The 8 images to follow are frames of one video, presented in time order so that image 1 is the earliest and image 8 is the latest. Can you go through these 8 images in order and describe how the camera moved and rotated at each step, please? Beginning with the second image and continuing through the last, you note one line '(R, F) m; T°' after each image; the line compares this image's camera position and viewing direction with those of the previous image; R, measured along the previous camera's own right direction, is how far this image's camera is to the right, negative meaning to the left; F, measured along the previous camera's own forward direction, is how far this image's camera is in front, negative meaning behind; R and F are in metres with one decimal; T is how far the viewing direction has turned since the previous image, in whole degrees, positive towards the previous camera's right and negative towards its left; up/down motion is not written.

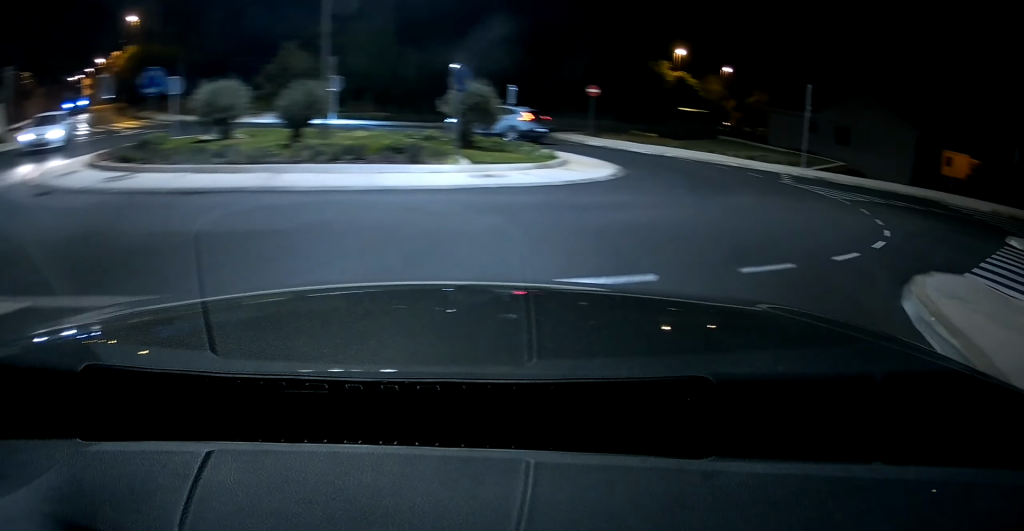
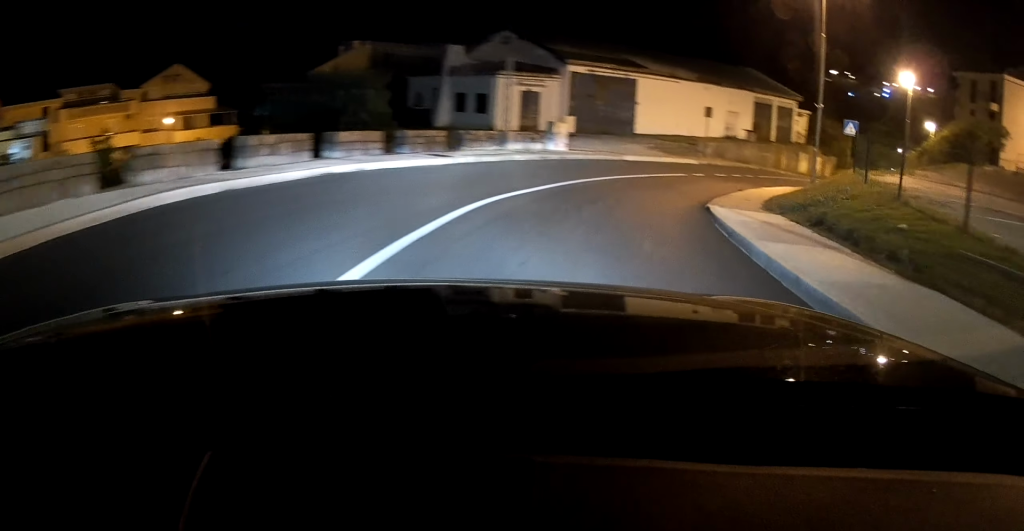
(+20.9, +18.3) m; +86°
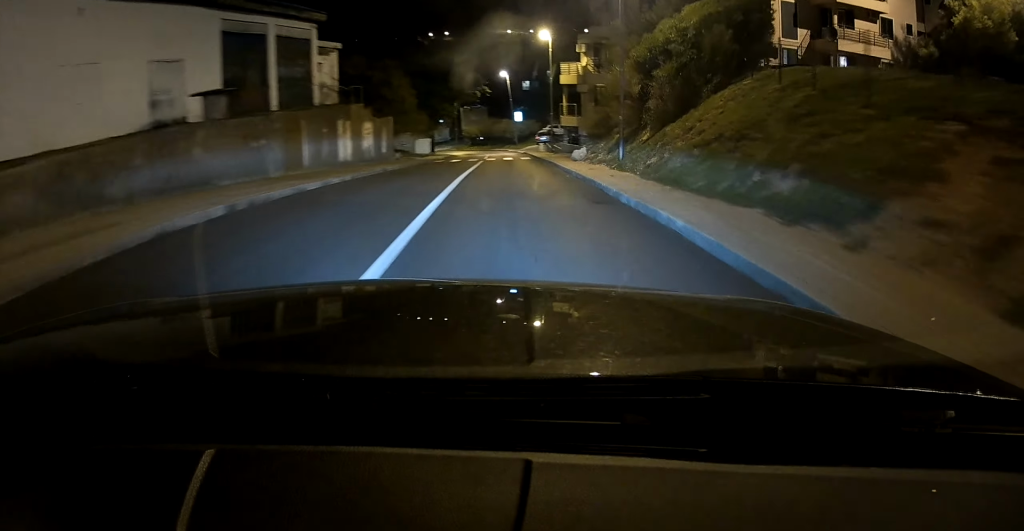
(+12.1, +29.5) m; +33°
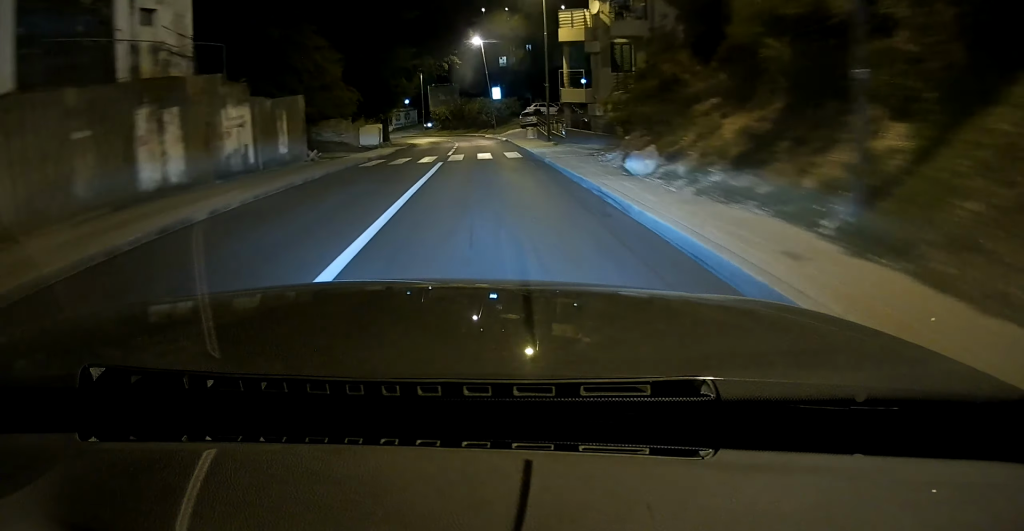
(+0.5, +15.2) m; +1°
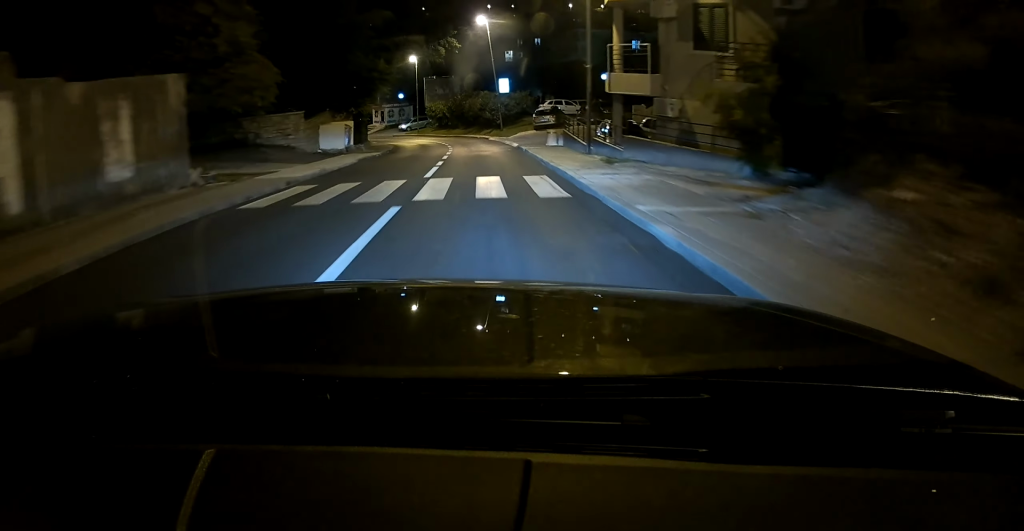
(+0.1, +11.8) m; 0°
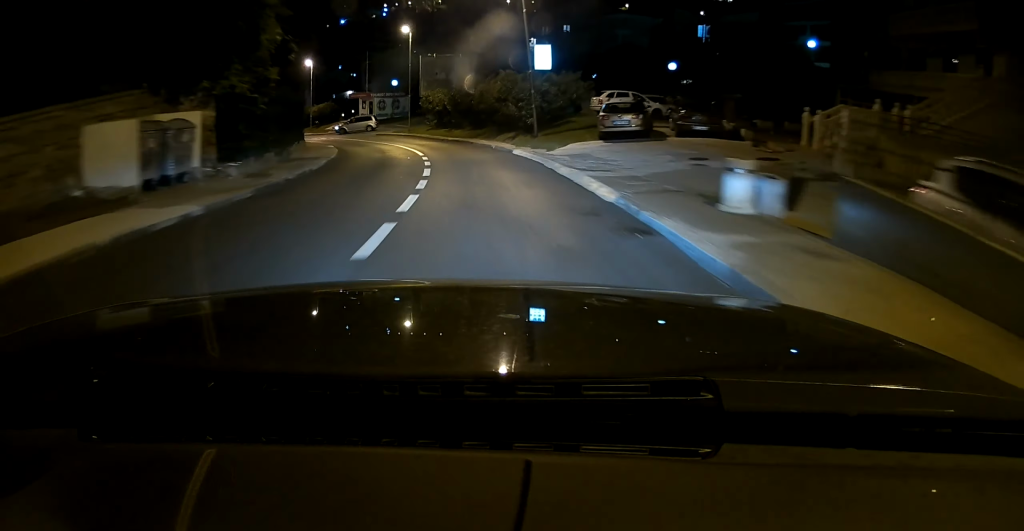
(-0.3, +21.7) m; -4°
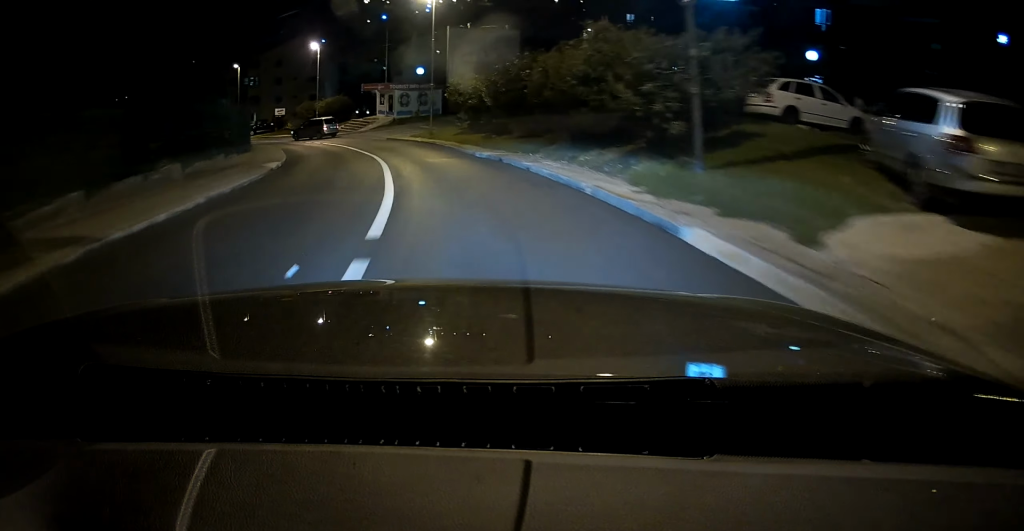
(-0.6, +17.1) m; -8°
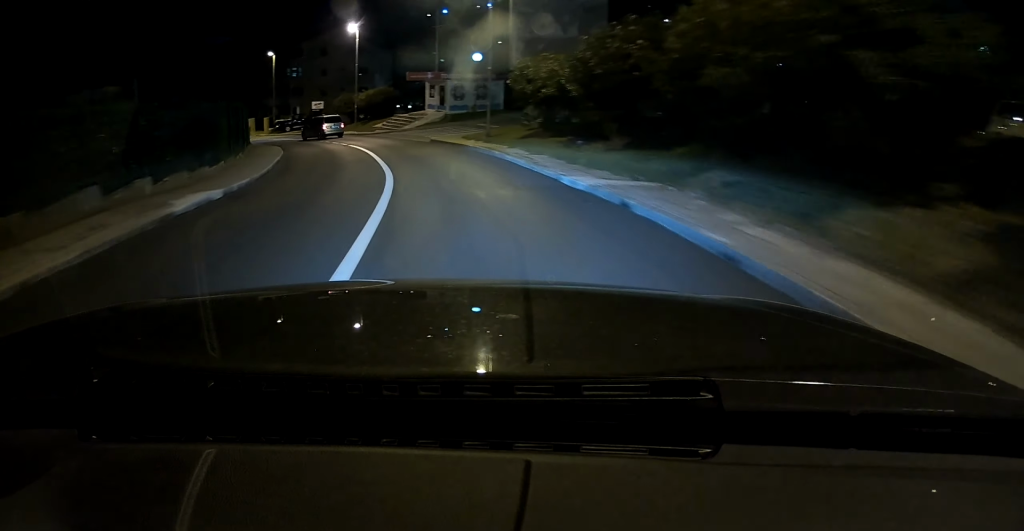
(-0.6, +10.0) m; -5°
